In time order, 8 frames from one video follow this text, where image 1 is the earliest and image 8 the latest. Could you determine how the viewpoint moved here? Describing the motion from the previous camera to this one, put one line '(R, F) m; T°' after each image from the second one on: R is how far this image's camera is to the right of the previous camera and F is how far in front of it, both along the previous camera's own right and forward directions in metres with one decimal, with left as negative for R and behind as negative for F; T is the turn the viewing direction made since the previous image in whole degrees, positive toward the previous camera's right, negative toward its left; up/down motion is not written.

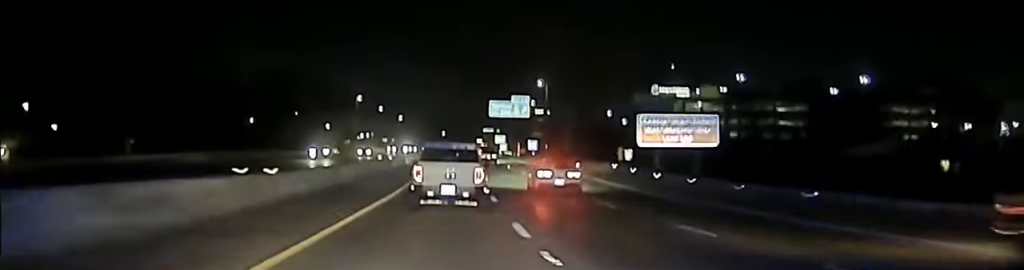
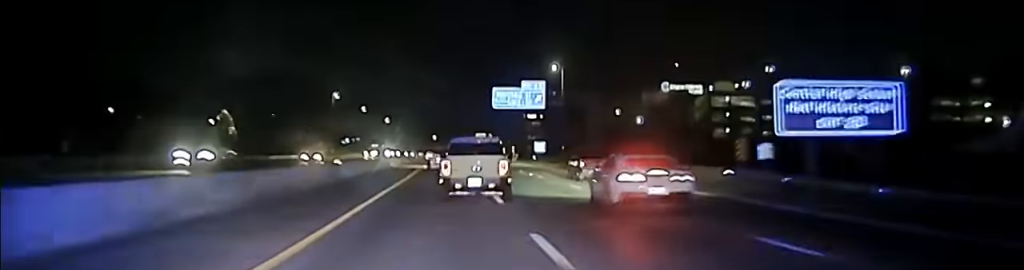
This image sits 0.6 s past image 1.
(+0.2, +28.8) m; +1°
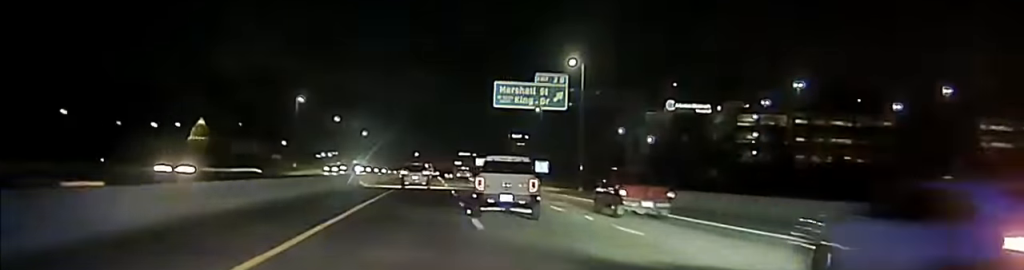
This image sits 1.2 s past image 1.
(+0.1, +26.7) m; 0°
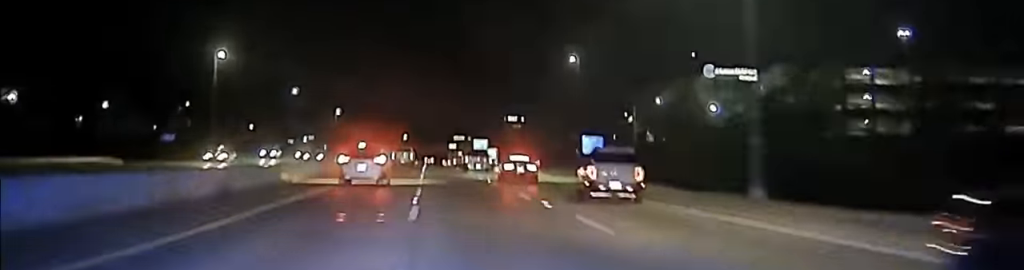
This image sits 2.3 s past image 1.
(+0.3, +48.1) m; 0°
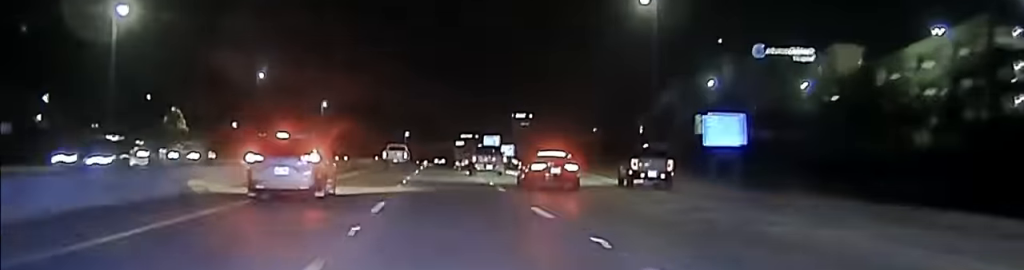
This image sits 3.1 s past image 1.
(-0.2, +32.0) m; +2°
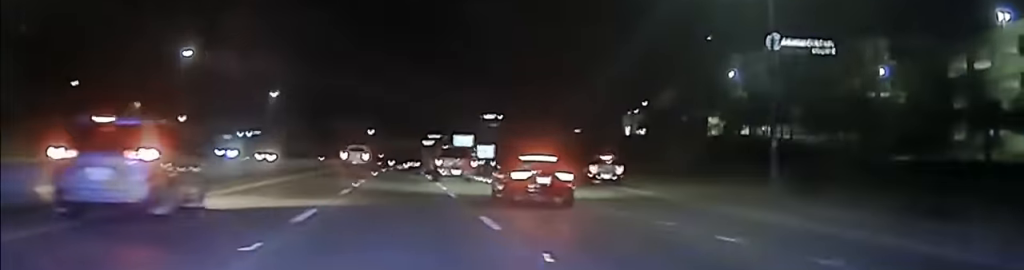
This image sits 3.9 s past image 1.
(+0.6, +23.3) m; +4°
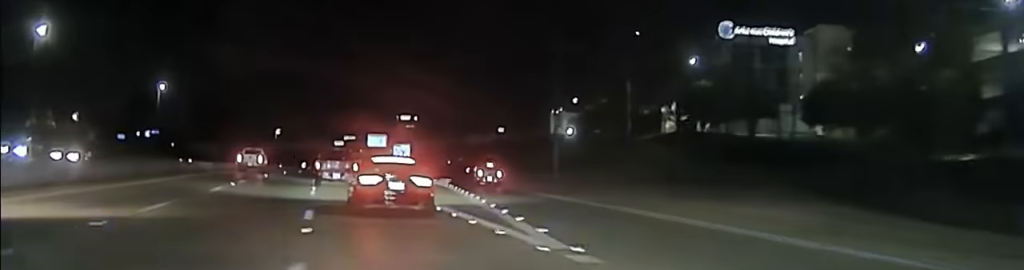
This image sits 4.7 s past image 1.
(+1.0, +19.7) m; +2°
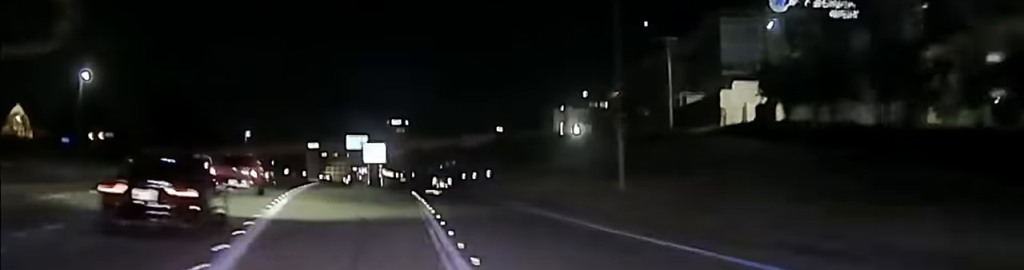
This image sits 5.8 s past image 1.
(0.0, +29.0) m; 0°
